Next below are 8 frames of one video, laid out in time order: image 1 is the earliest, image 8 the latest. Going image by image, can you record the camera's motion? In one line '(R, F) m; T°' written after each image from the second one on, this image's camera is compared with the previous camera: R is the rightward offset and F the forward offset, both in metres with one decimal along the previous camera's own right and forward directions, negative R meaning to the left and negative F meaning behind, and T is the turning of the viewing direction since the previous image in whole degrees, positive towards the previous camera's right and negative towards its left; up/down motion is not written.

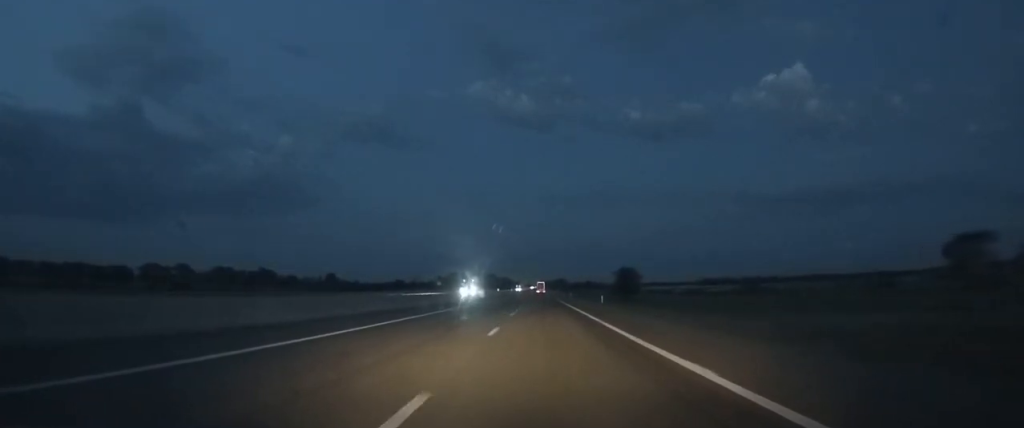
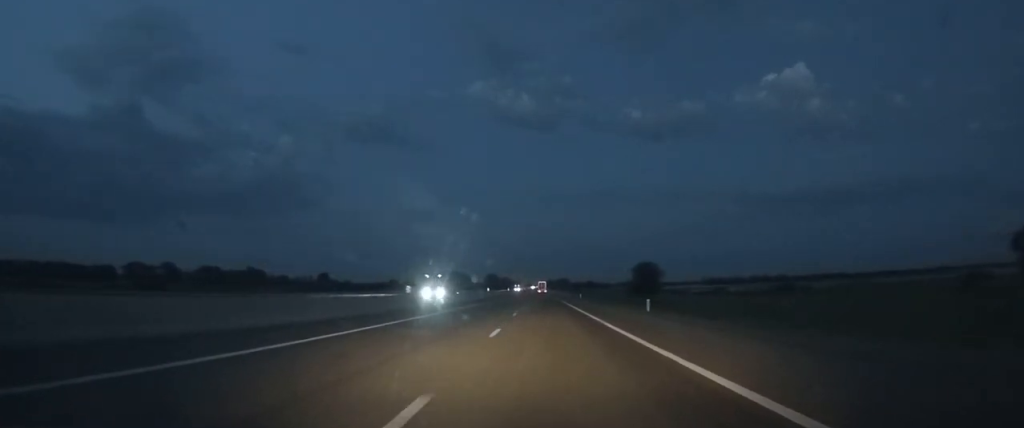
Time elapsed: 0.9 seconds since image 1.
(+0.1, +21.9) m; 0°
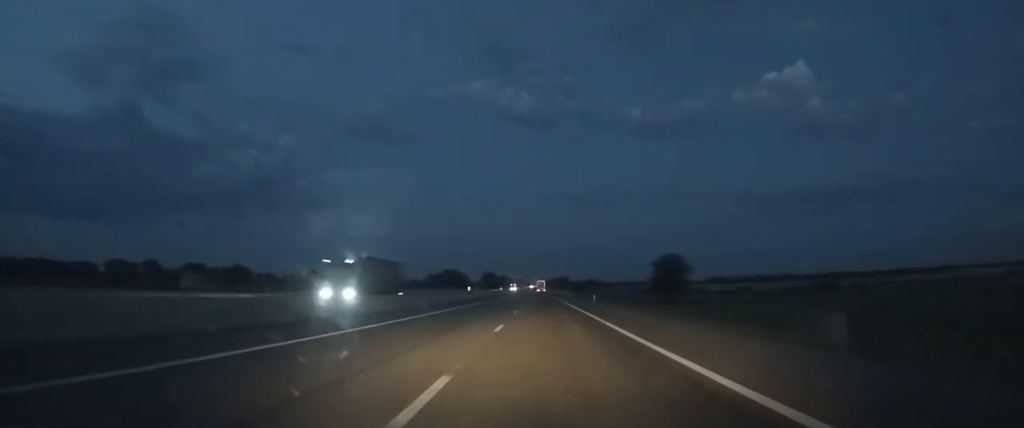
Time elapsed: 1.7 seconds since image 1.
(0.0, +18.4) m; 0°
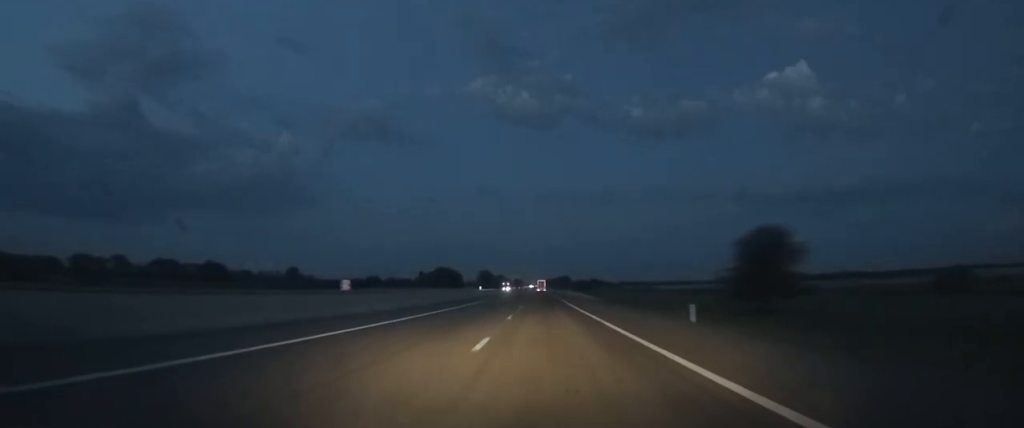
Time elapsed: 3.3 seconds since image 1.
(+0.1, +30.2) m; 0°
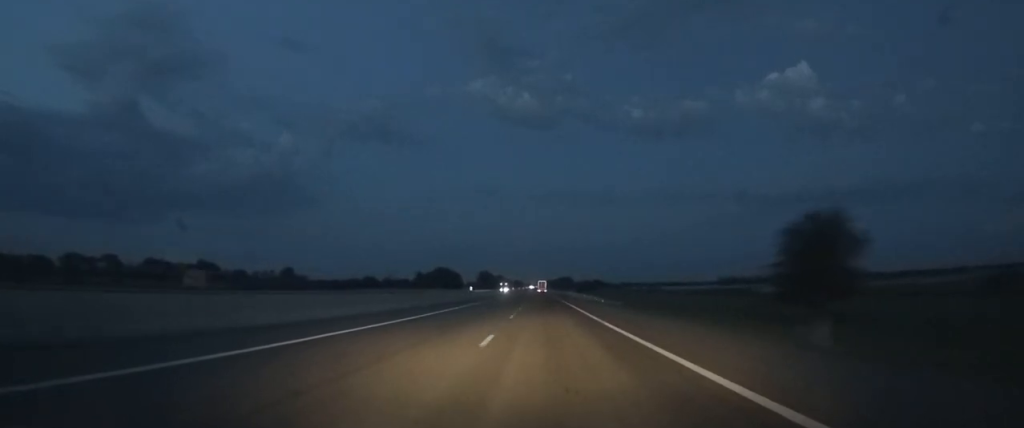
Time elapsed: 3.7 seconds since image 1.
(0.0, +7.9) m; 0°
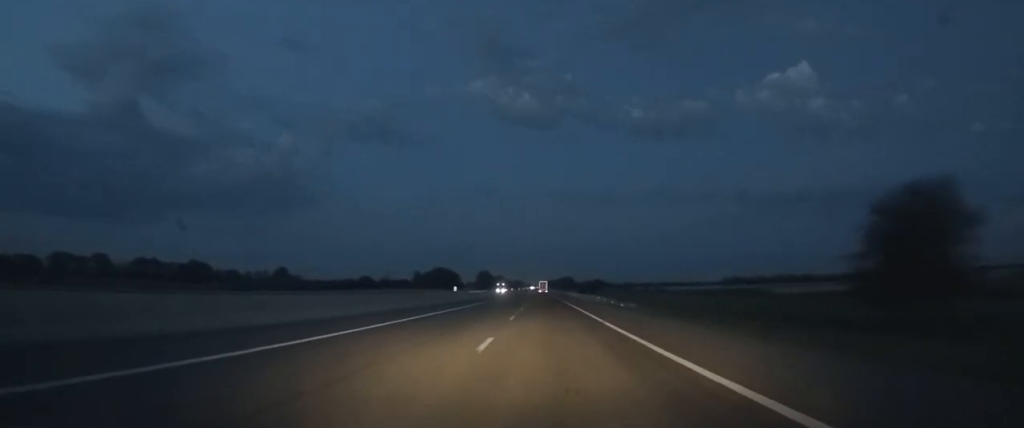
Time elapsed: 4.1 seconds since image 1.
(0.0, +10.0) m; 0°
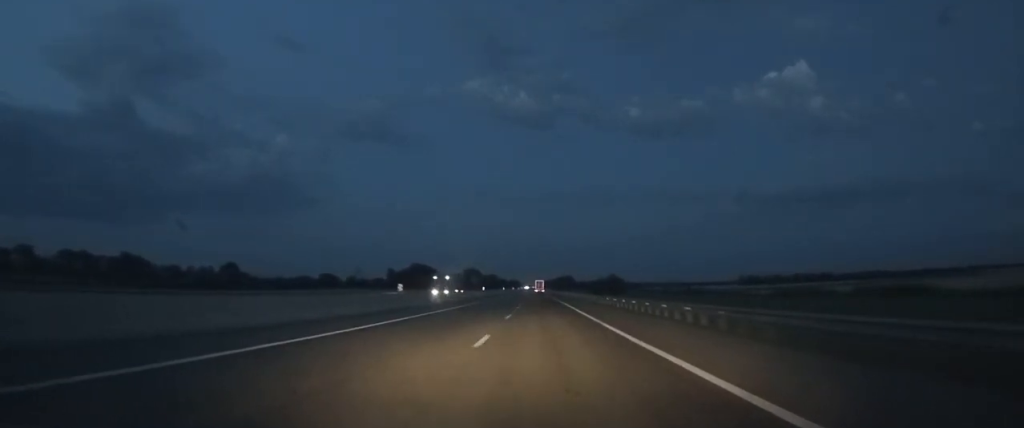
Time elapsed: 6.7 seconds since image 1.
(-0.3, +66.1) m; 0°
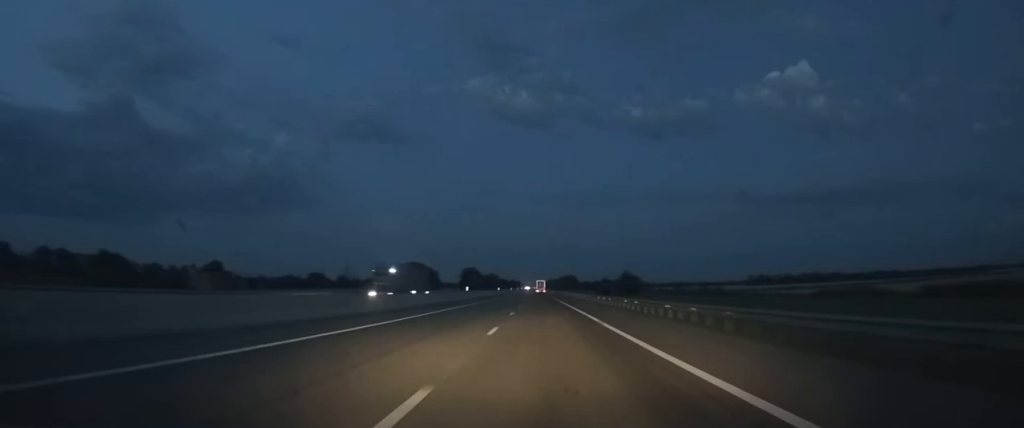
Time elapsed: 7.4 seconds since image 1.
(0.0, +22.6) m; 0°
